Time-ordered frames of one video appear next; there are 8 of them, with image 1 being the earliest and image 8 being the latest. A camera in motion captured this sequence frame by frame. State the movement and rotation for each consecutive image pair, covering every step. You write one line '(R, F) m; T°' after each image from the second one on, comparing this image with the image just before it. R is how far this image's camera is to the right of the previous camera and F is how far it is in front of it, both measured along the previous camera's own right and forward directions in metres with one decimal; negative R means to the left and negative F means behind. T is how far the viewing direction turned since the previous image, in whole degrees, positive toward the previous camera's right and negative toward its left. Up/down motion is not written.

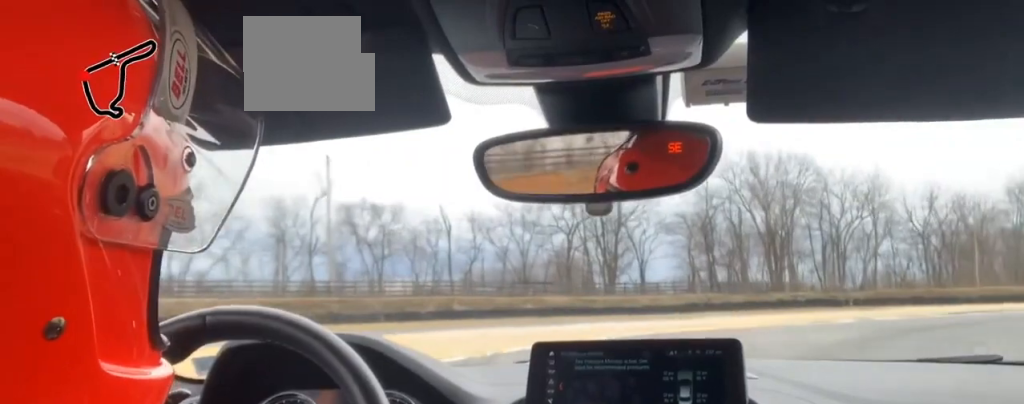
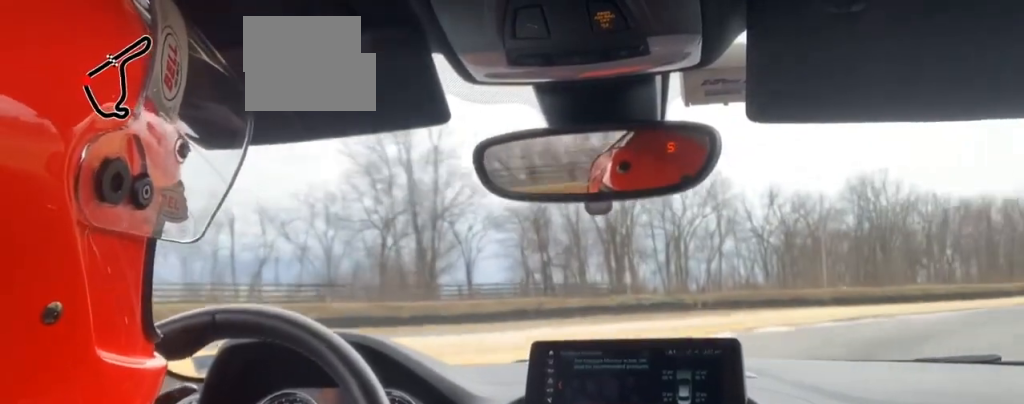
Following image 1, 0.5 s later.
(+2.7, +16.3) m; +7°
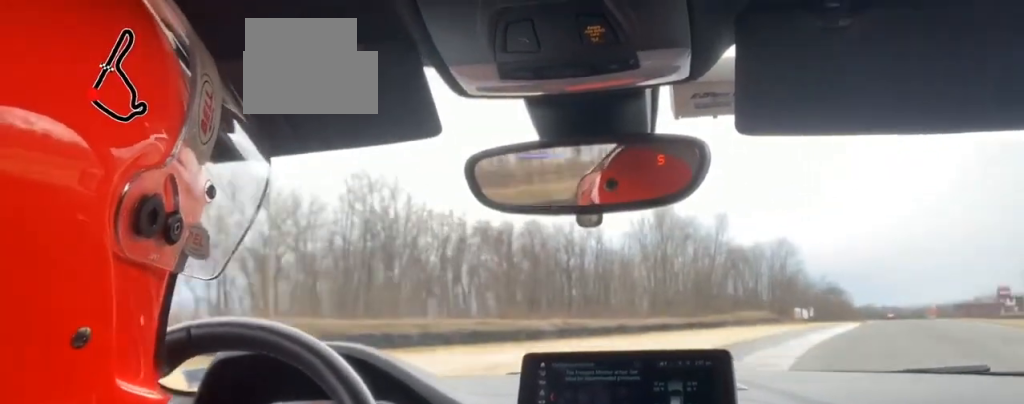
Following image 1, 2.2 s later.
(+7.3, +46.9) m; +23°
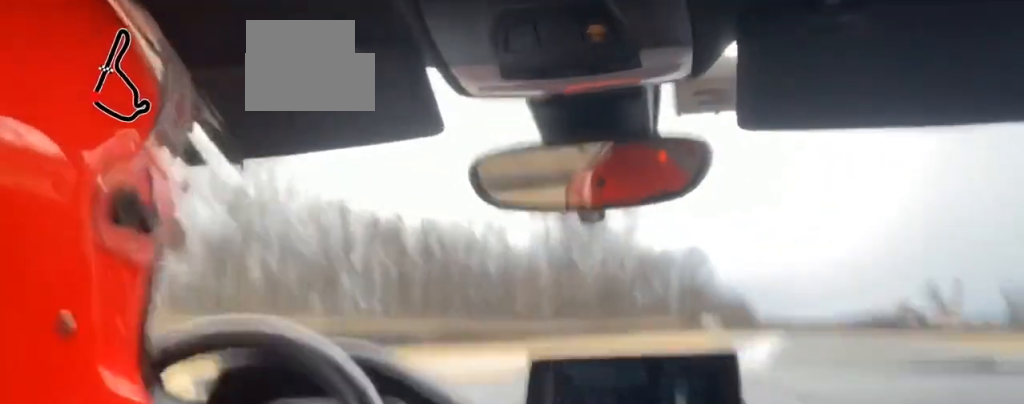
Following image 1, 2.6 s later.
(+0.7, +11.0) m; +7°
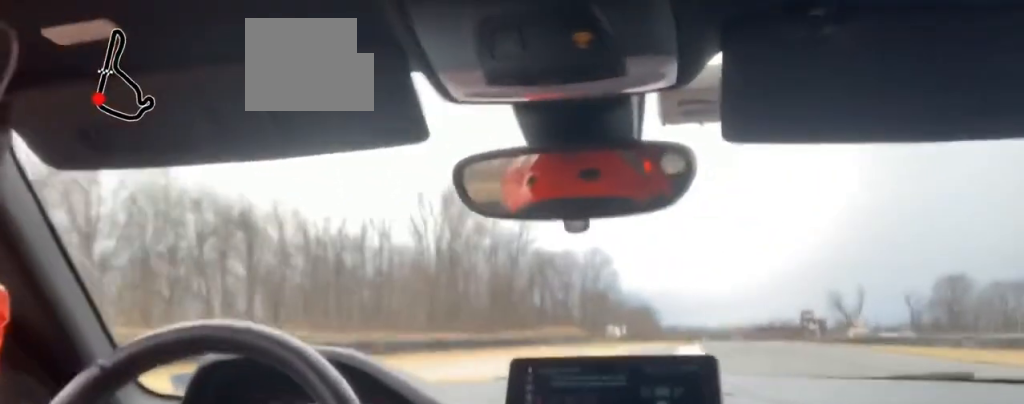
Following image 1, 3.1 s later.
(+1.5, +15.9) m; +5°
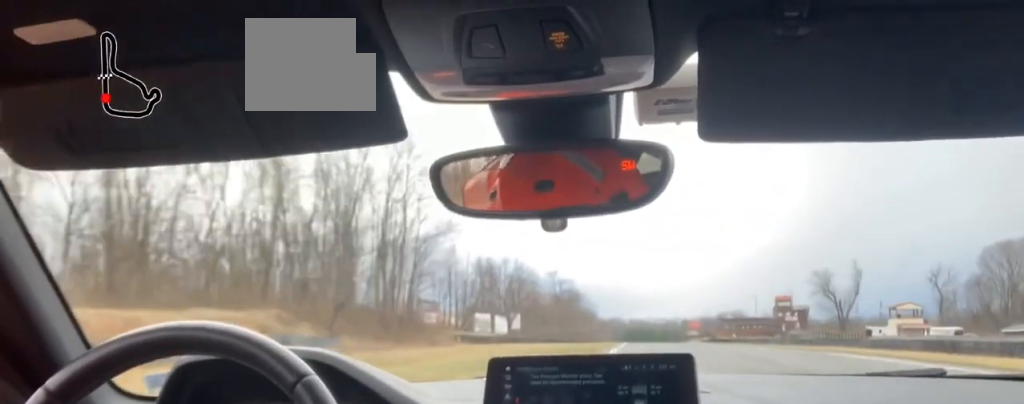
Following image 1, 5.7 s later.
(+9.1, +88.2) m; +7°
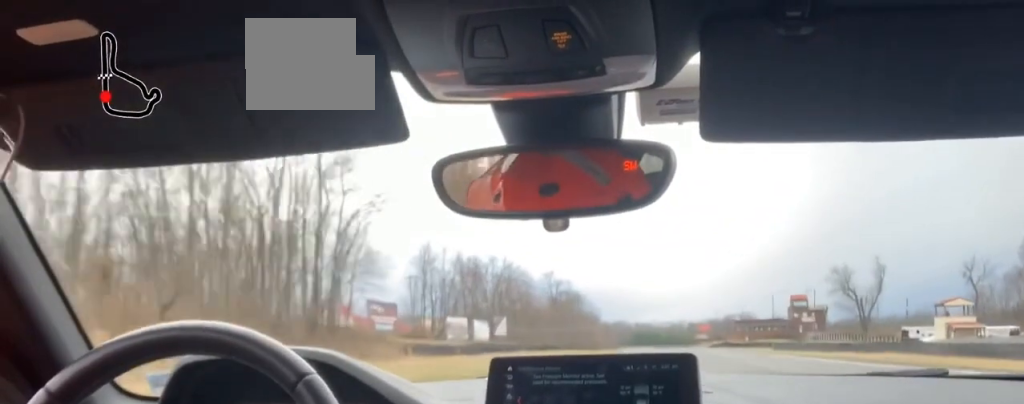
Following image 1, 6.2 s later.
(-0.2, +18.9) m; 0°
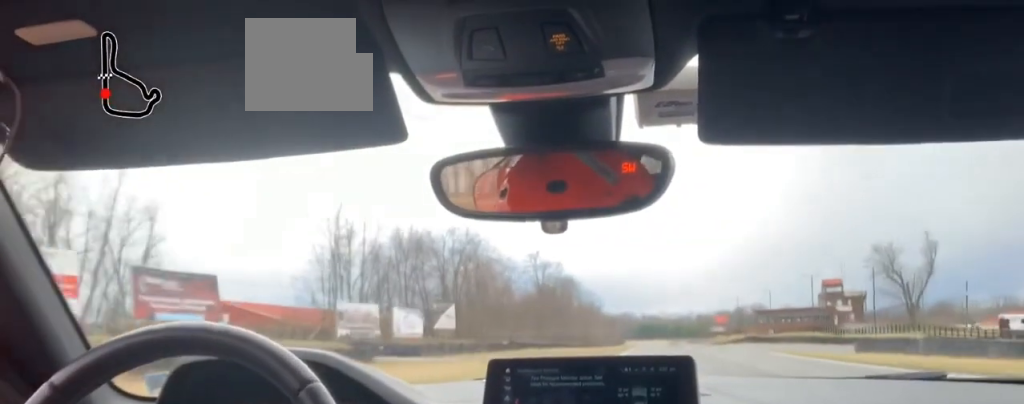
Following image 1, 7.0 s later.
(-0.2, +35.9) m; 0°
